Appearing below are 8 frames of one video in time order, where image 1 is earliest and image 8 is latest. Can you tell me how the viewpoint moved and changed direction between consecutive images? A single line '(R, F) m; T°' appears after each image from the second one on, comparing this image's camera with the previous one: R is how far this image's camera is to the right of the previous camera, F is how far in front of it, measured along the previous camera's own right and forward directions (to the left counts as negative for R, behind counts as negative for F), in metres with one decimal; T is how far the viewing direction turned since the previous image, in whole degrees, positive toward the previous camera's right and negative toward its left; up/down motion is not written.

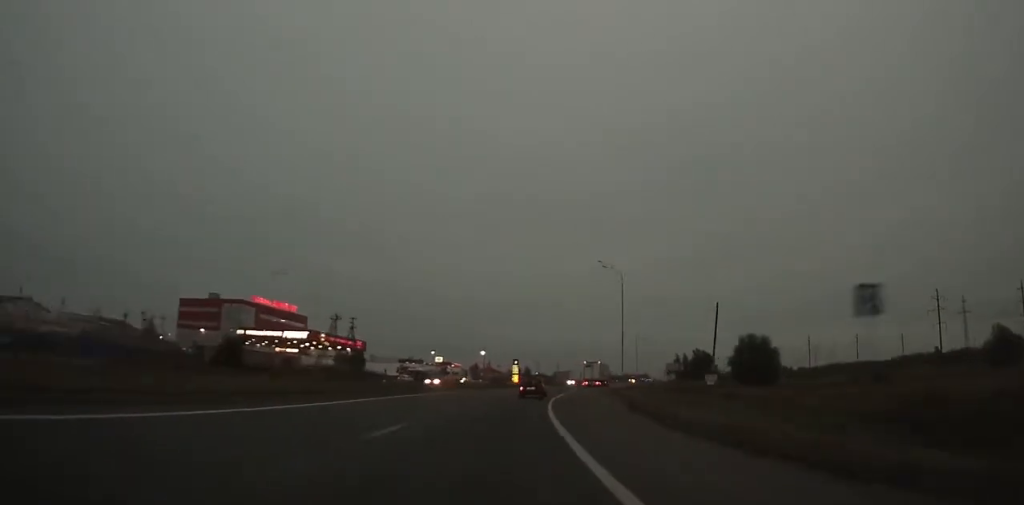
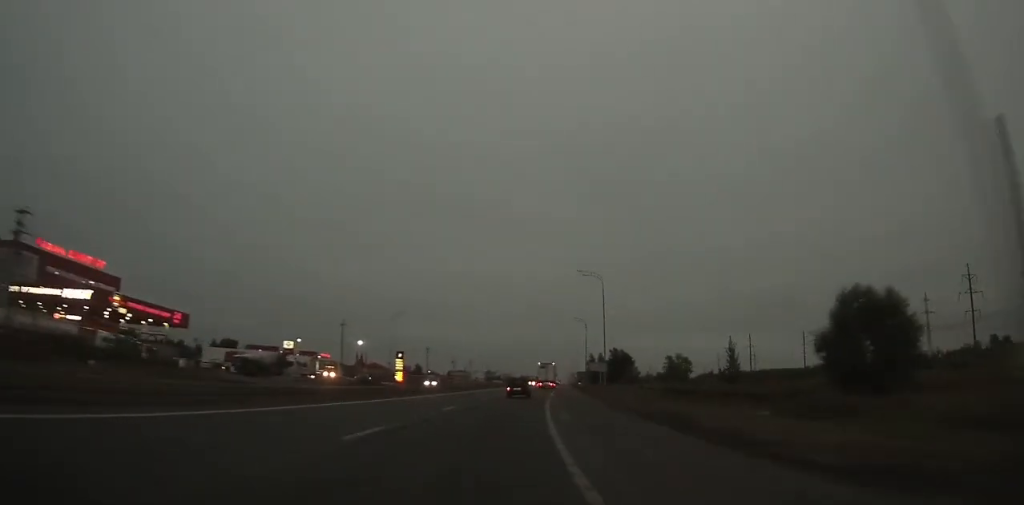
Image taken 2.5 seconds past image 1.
(+4.1, +49.7) m; +8°
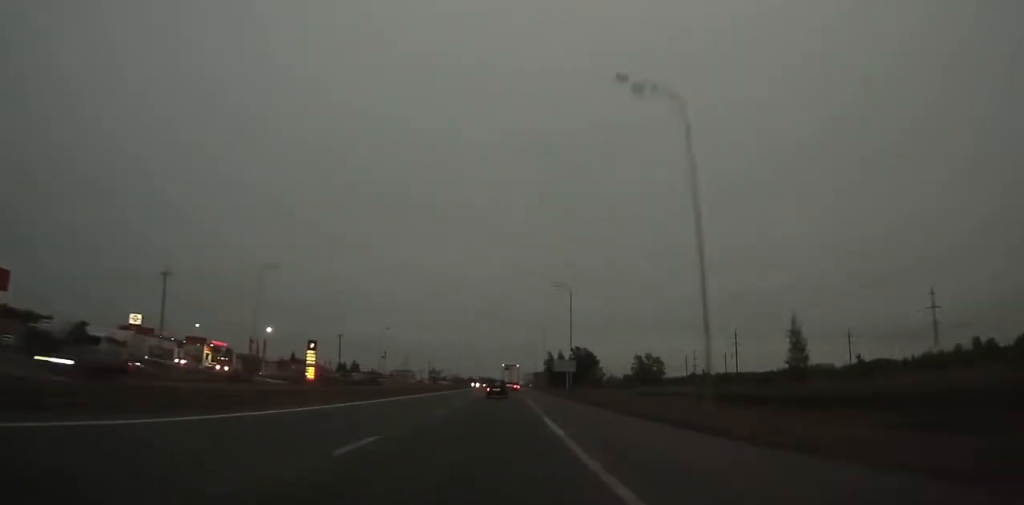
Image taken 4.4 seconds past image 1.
(+2.1, +38.0) m; +5°
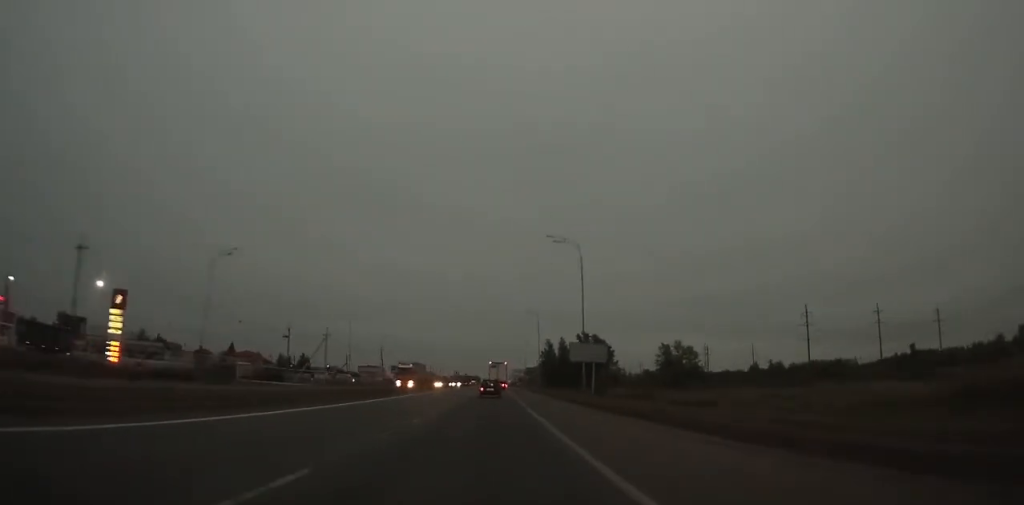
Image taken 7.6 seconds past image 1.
(+3.7, +64.4) m; +4°
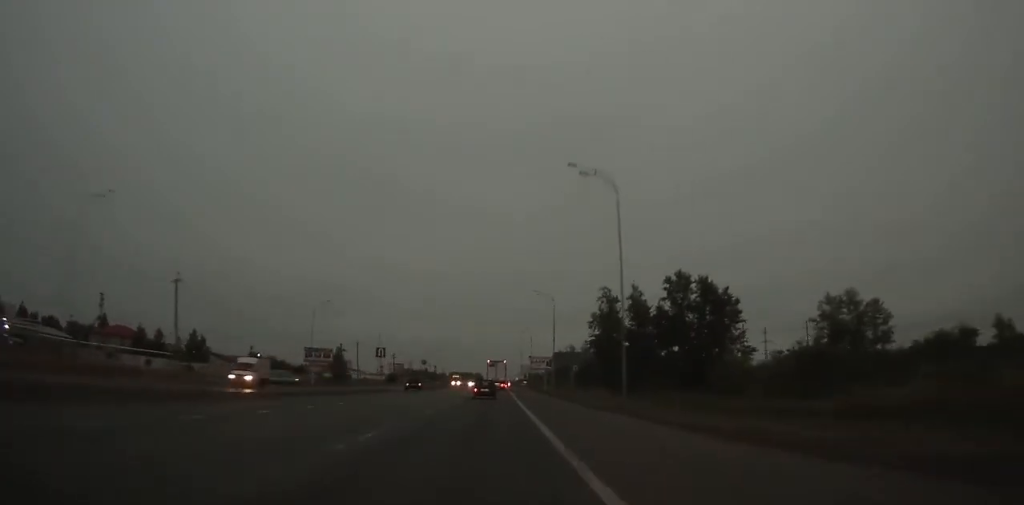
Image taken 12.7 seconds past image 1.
(+1.2, +102.2) m; 0°
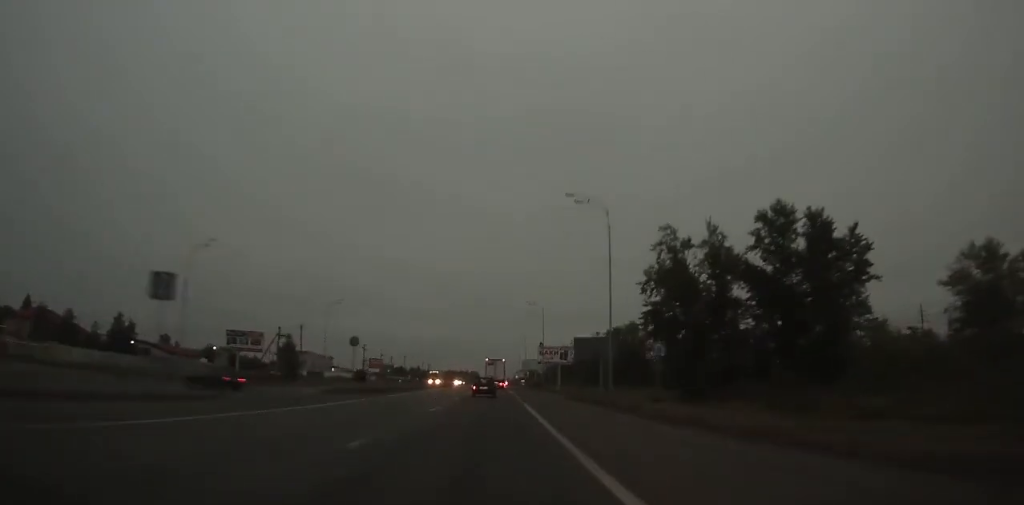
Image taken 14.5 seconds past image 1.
(-0.1, +35.5) m; 0°
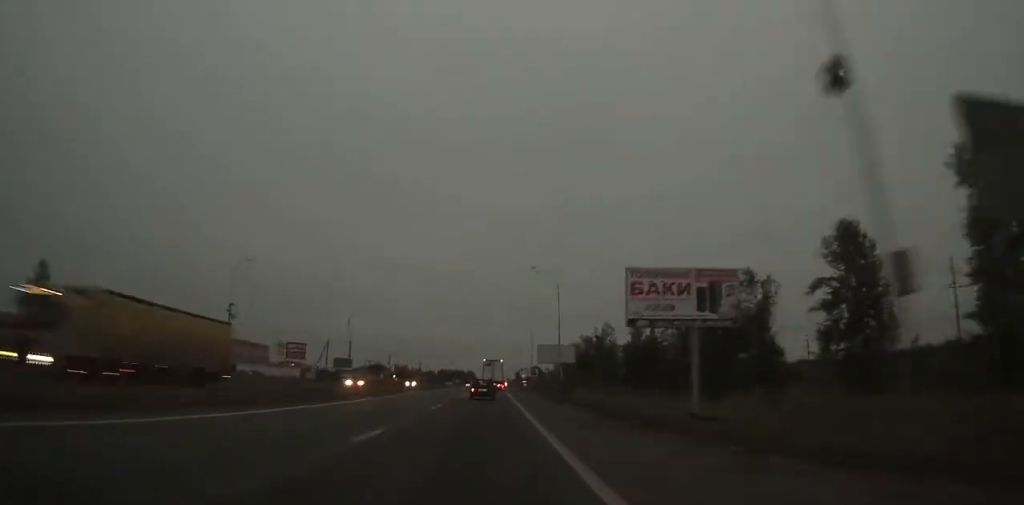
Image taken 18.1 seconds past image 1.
(0.0, +70.2) m; 0°
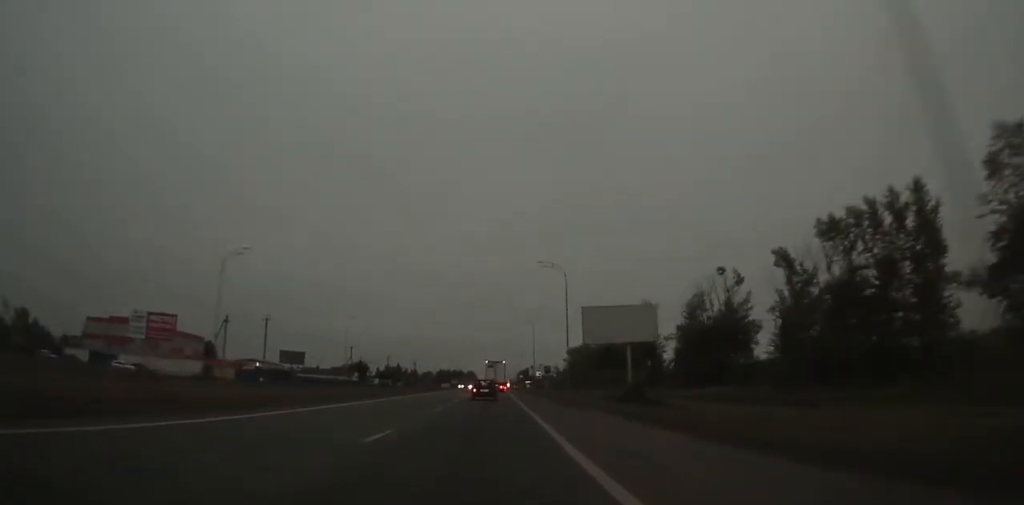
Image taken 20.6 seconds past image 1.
(+0.1, +48.1) m; 0°
